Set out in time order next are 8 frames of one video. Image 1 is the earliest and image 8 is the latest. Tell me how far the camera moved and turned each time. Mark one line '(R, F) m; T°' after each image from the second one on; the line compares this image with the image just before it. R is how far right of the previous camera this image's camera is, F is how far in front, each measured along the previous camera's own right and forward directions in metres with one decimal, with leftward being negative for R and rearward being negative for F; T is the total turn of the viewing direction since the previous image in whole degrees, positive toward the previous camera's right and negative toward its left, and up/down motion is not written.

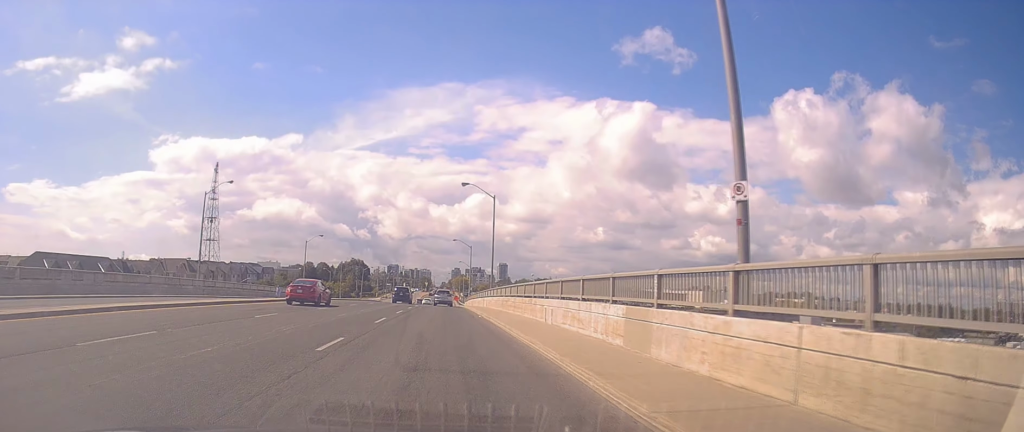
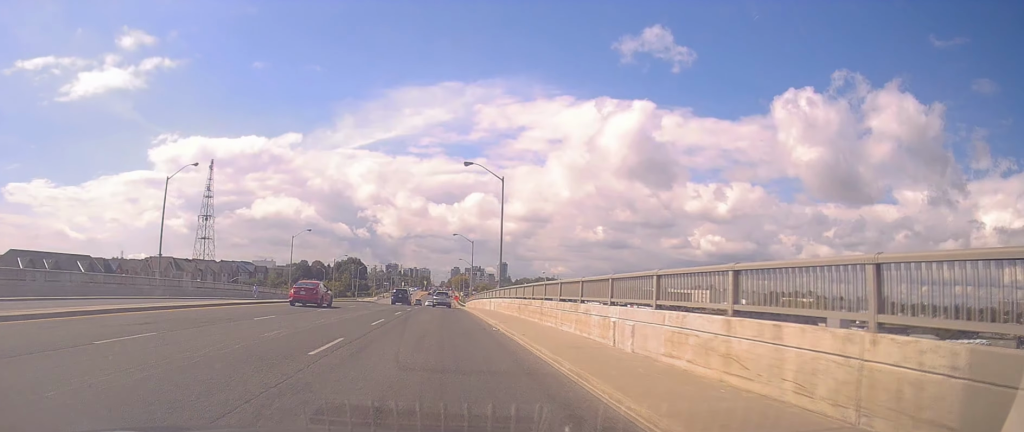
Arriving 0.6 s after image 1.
(-0.3, +9.0) m; 0°
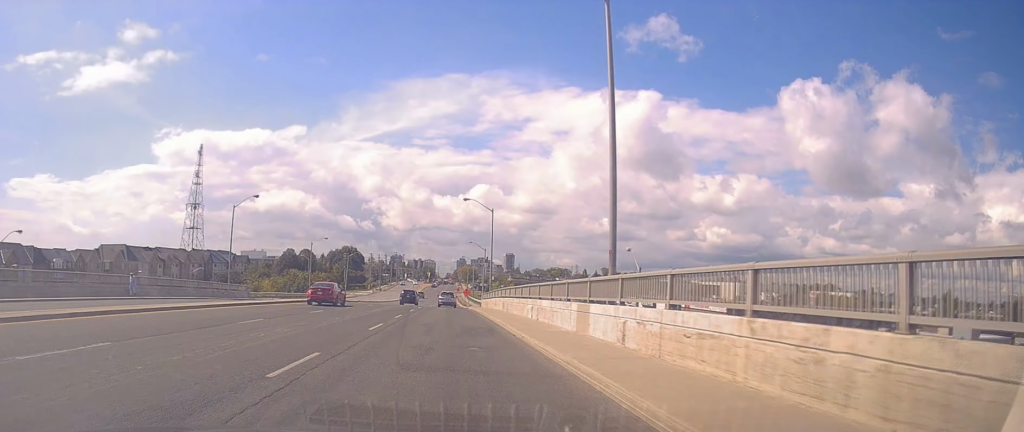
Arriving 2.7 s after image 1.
(+0.7, +29.8) m; -1°
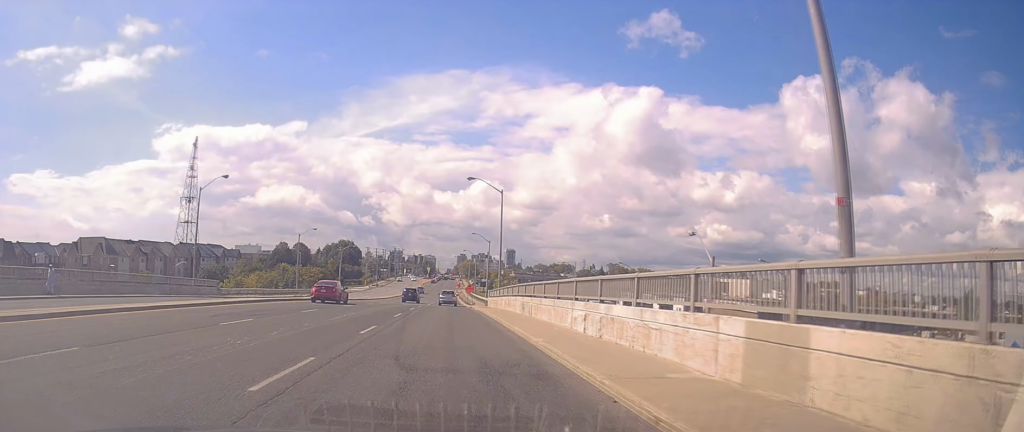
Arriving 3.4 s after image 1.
(-0.3, +9.9) m; -2°
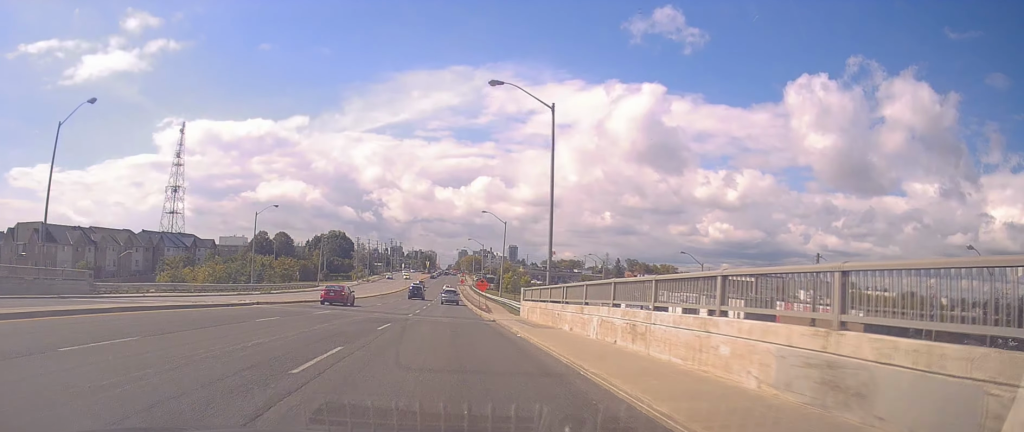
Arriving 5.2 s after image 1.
(+0.4, +24.6) m; +3°
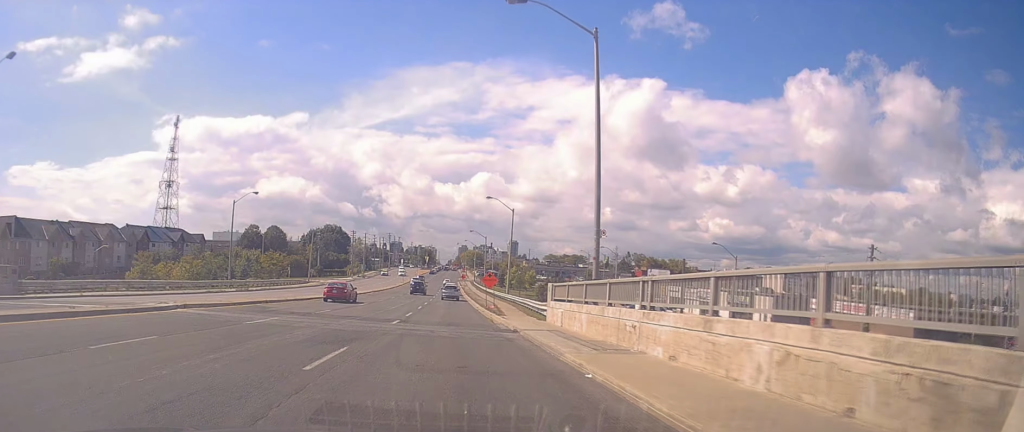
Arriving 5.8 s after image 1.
(-0.3, +8.6) m; 0°
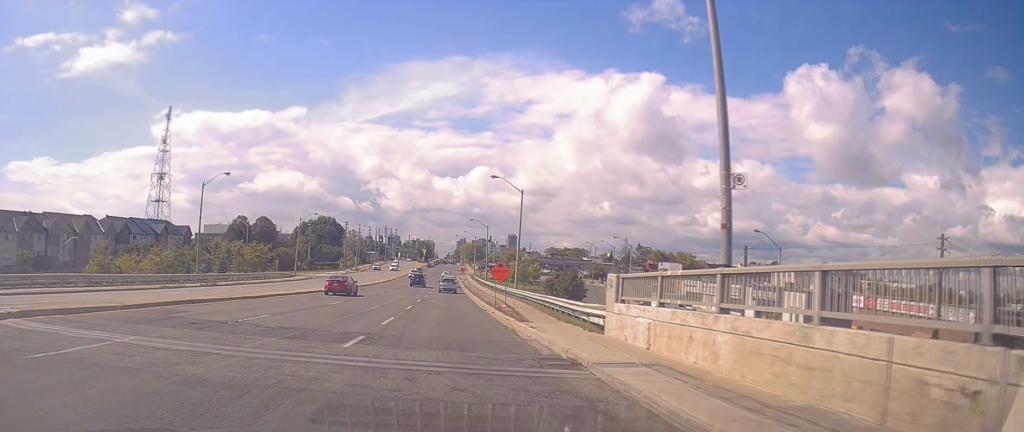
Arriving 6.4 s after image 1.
(0.0, +9.1) m; 0°
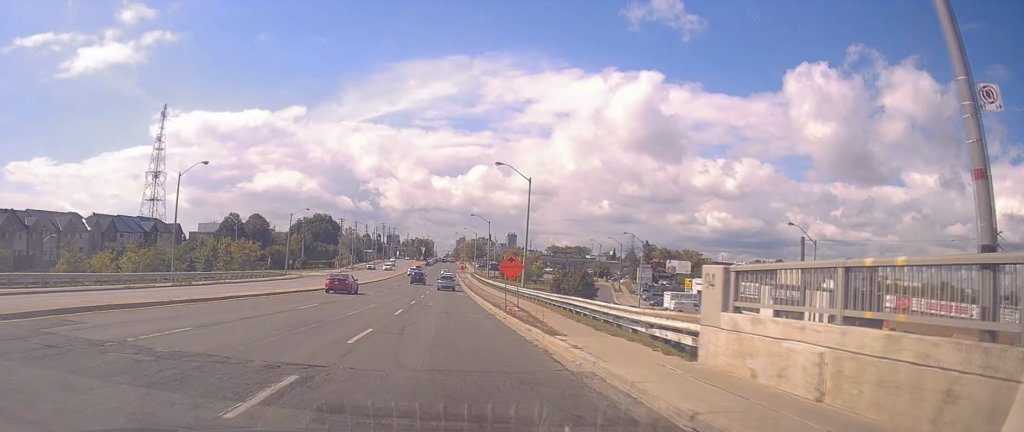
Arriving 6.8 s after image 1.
(+0.3, +5.7) m; 0°
